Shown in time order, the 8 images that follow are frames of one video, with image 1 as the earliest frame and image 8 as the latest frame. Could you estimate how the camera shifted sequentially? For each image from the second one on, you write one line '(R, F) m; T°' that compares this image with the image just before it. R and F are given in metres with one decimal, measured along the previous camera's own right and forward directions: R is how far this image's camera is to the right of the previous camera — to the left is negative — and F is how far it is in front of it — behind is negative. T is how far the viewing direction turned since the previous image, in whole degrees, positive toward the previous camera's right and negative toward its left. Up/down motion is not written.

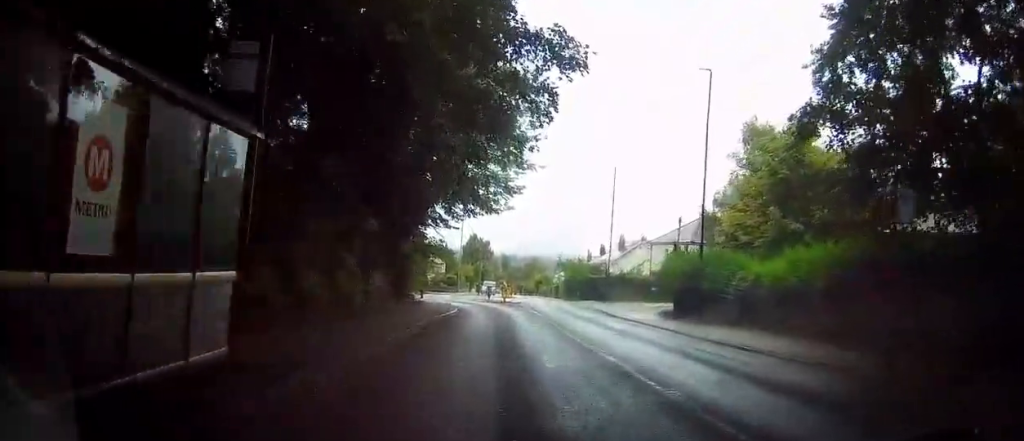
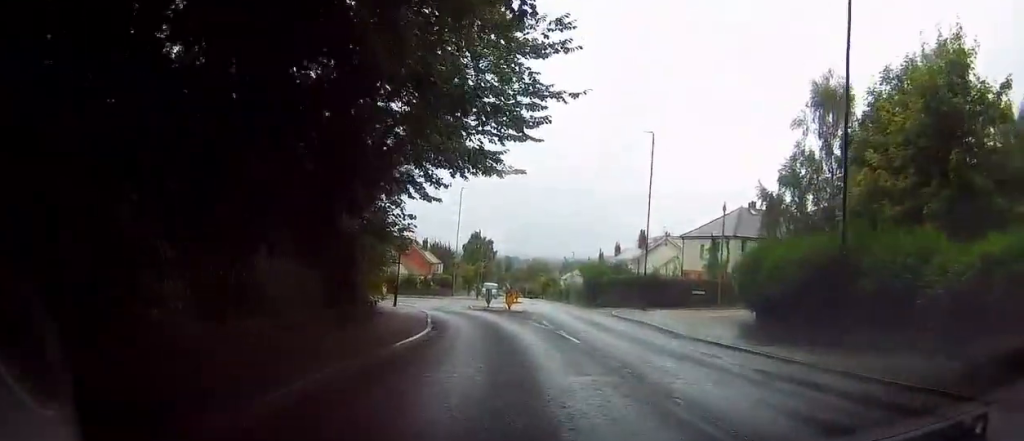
(+0.3, +11.6) m; +5°
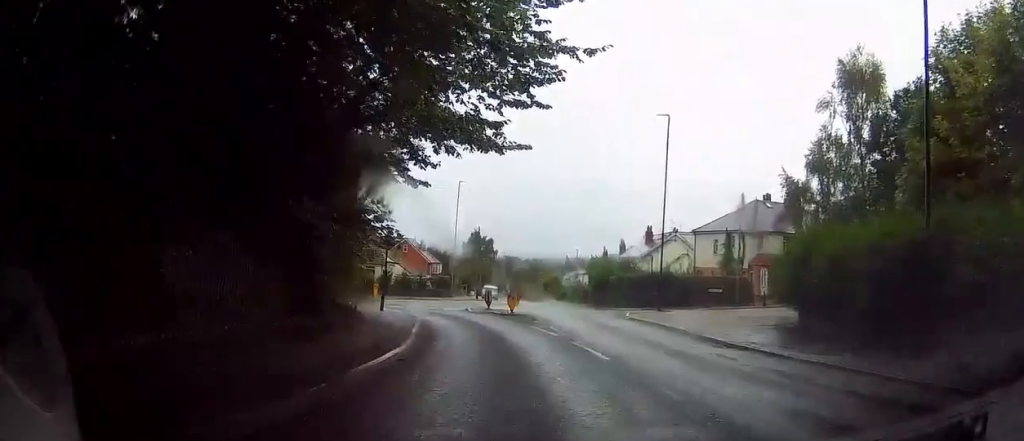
(+0.1, +3.6) m; +1°
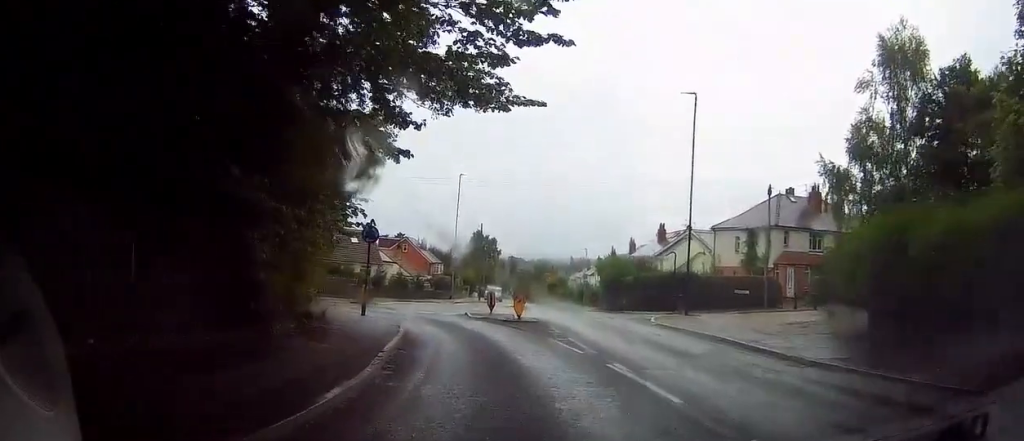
(0.0, +4.1) m; 0°
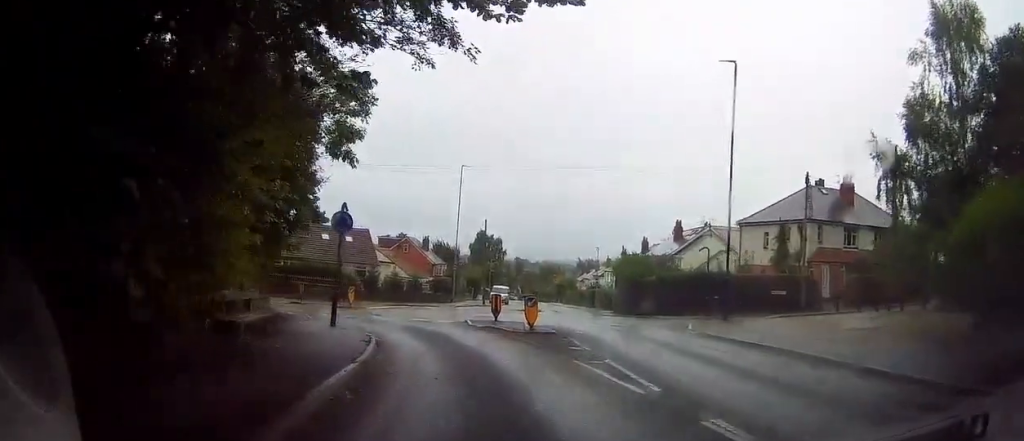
(0.0, +4.3) m; 0°
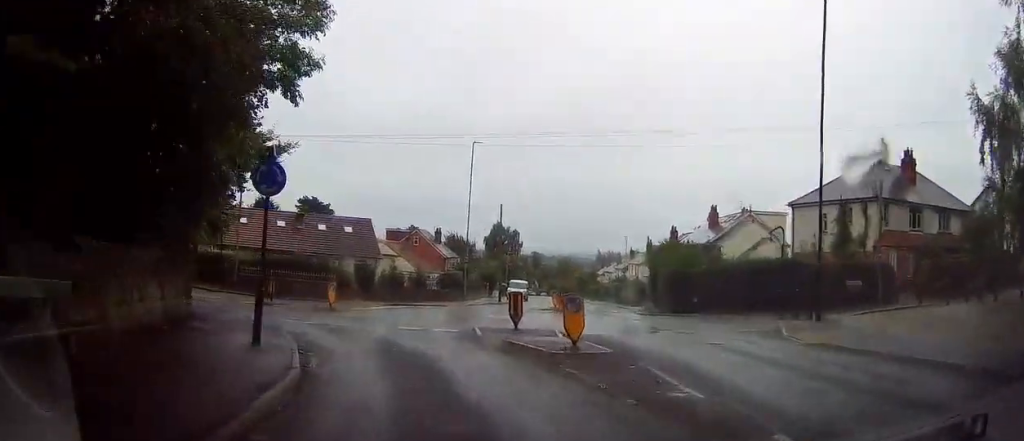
(-0.1, +6.6) m; -4°
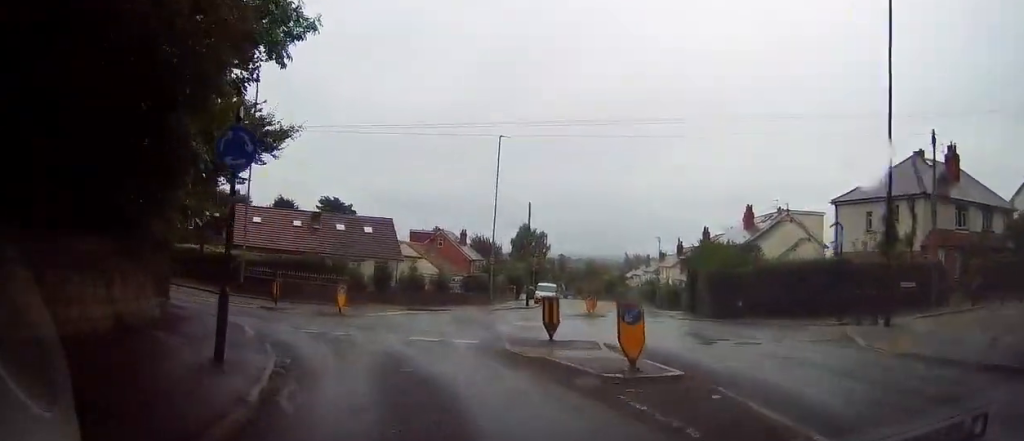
(-0.1, +2.7) m; -4°
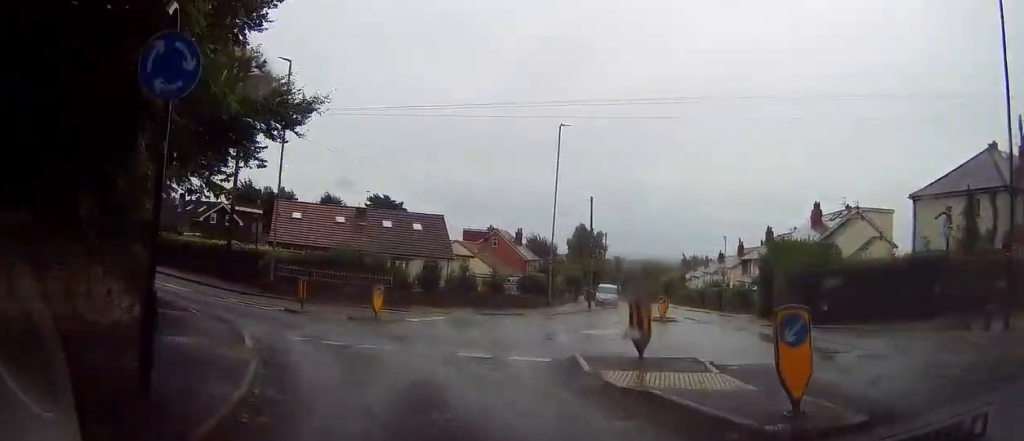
(-0.2, +3.5) m; -5°
